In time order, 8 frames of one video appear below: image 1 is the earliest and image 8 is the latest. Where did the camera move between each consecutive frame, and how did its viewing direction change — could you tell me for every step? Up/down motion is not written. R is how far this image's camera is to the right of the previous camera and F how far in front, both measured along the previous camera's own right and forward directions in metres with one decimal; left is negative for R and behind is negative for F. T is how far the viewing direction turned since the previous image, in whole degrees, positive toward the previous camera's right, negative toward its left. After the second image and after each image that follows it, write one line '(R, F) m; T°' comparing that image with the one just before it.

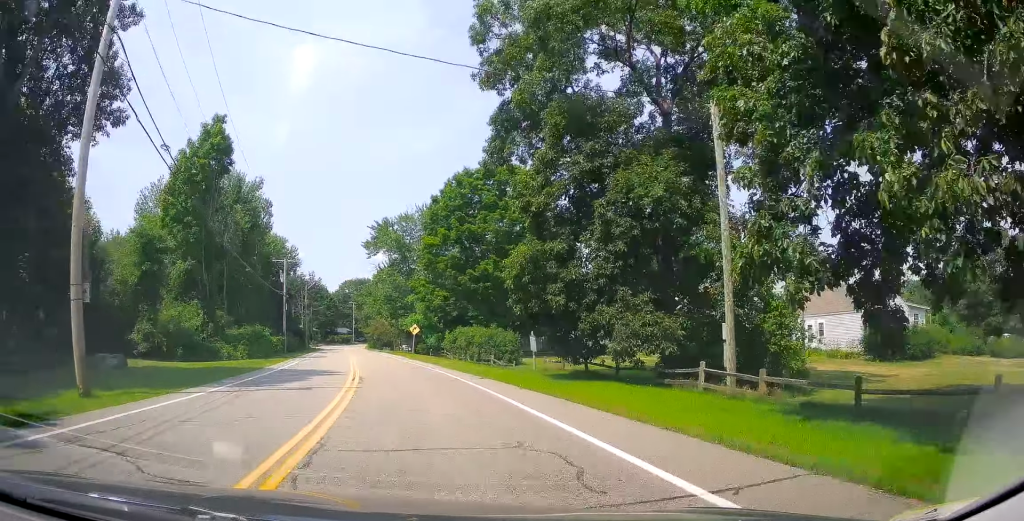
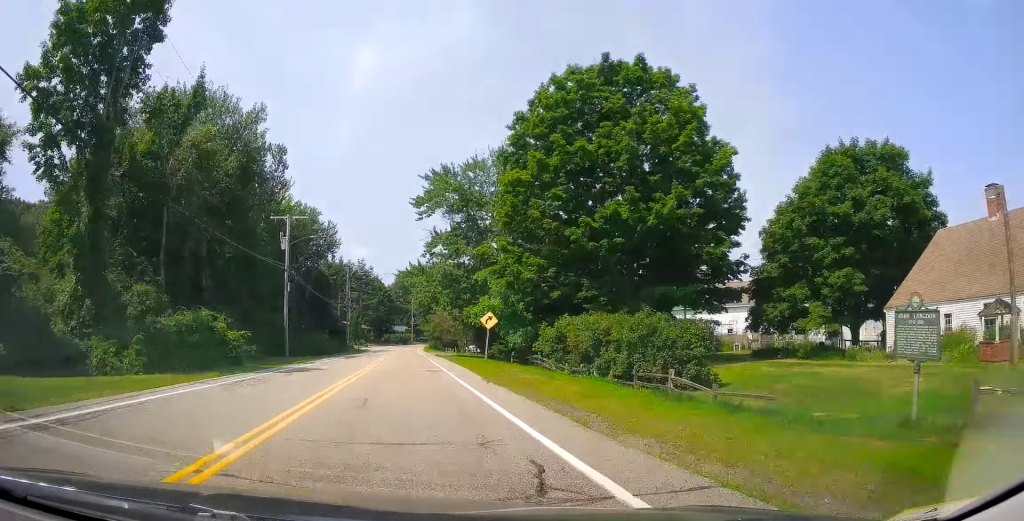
(-0.9, +23.6) m; -4°
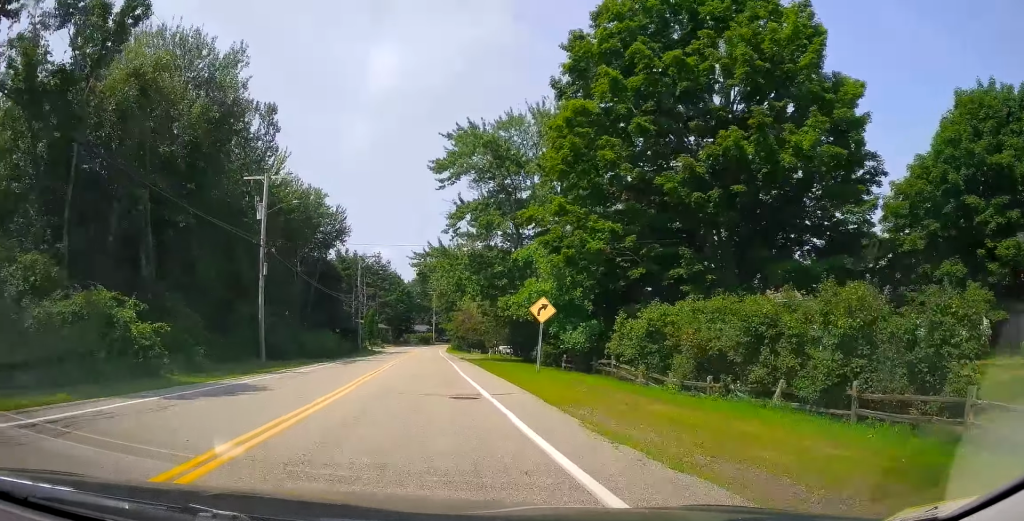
(-0.3, +11.3) m; -1°
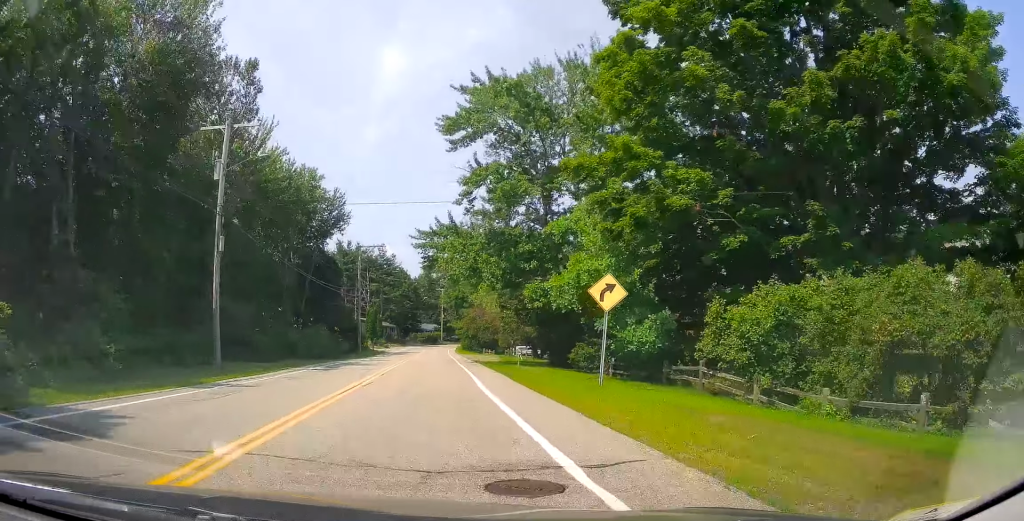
(-0.1, +8.1) m; -1°
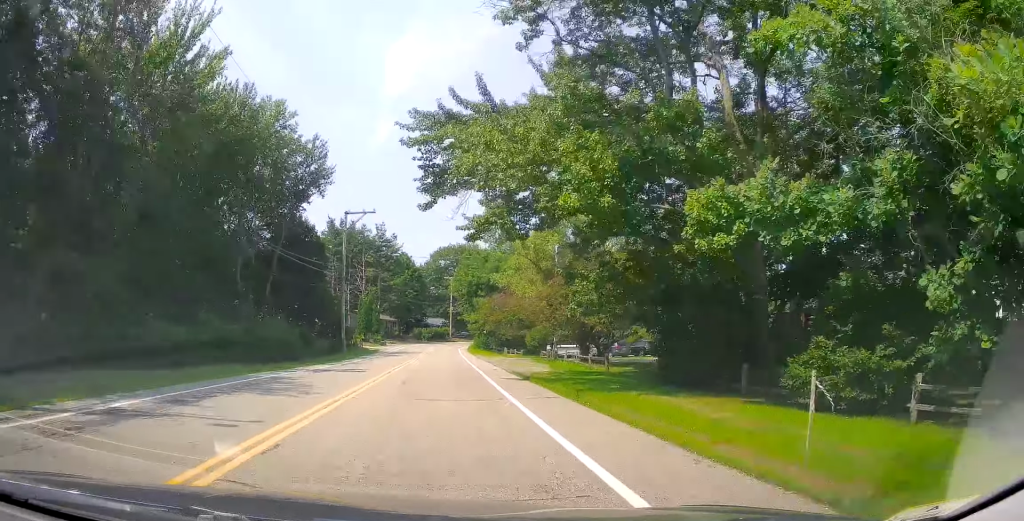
(0.0, +18.0) m; -2°
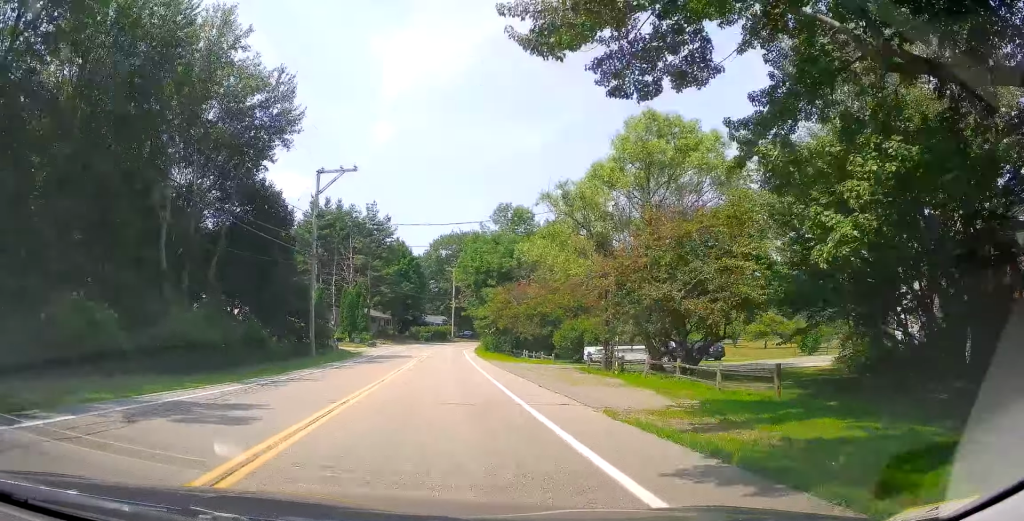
(-0.5, +14.0) m; 0°
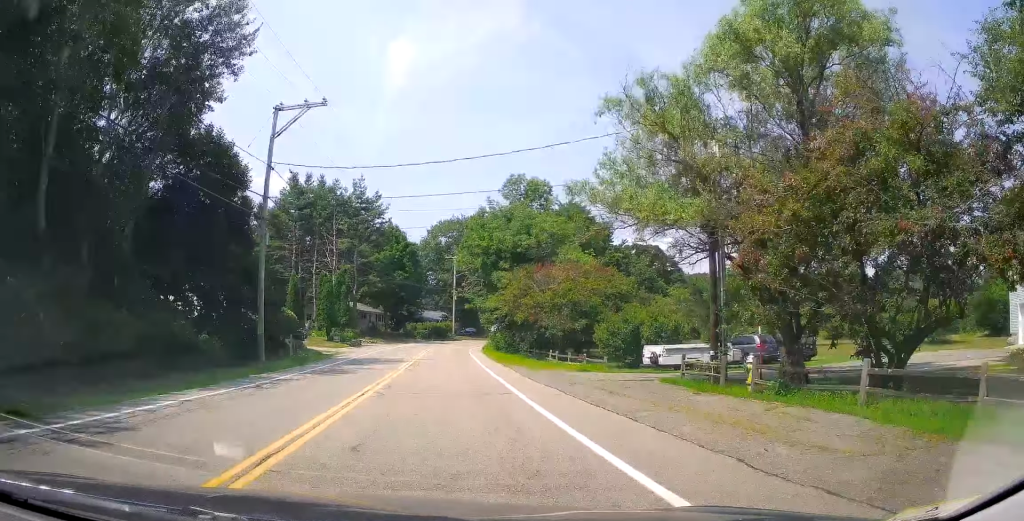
(+0.2, +12.3) m; +2°
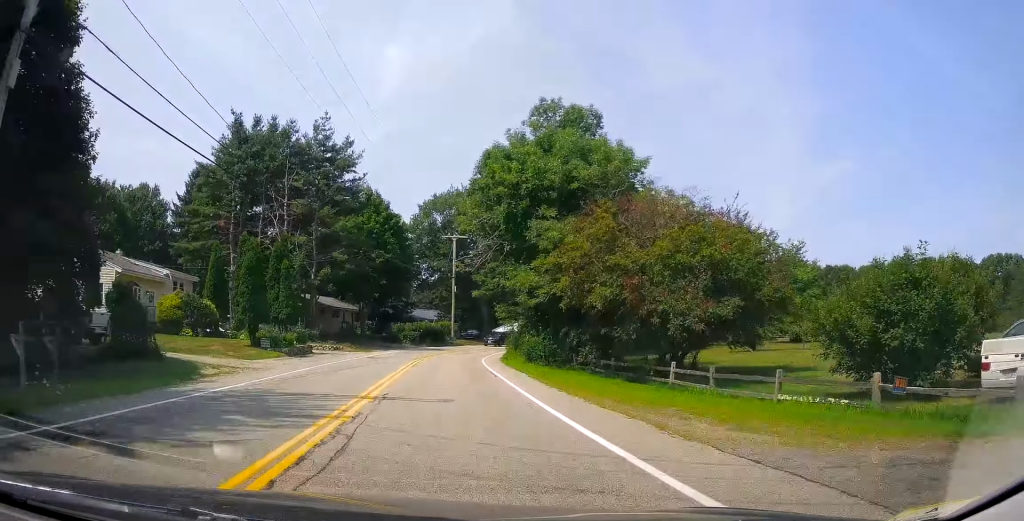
(+0.6, +20.6) m; +3°
